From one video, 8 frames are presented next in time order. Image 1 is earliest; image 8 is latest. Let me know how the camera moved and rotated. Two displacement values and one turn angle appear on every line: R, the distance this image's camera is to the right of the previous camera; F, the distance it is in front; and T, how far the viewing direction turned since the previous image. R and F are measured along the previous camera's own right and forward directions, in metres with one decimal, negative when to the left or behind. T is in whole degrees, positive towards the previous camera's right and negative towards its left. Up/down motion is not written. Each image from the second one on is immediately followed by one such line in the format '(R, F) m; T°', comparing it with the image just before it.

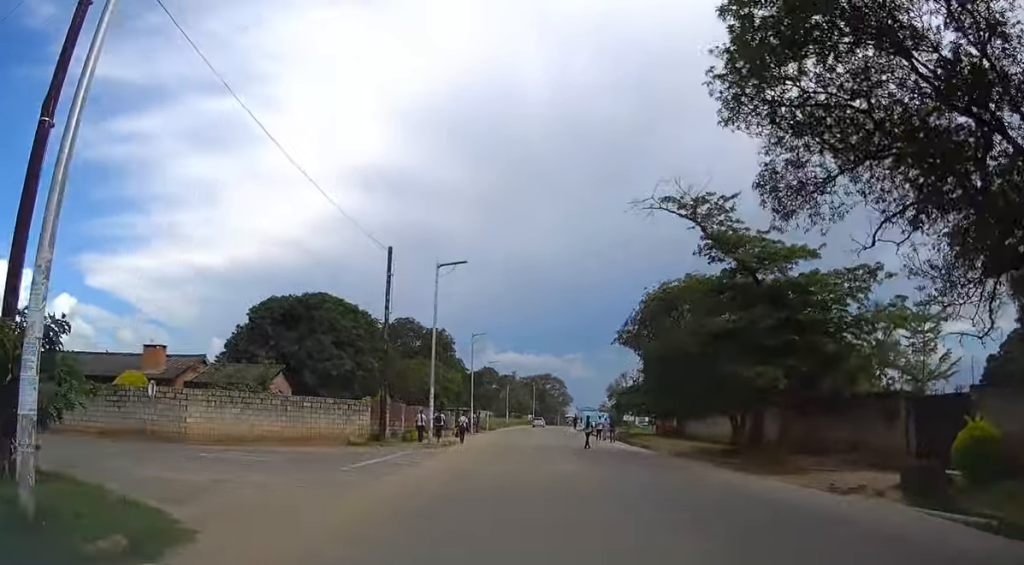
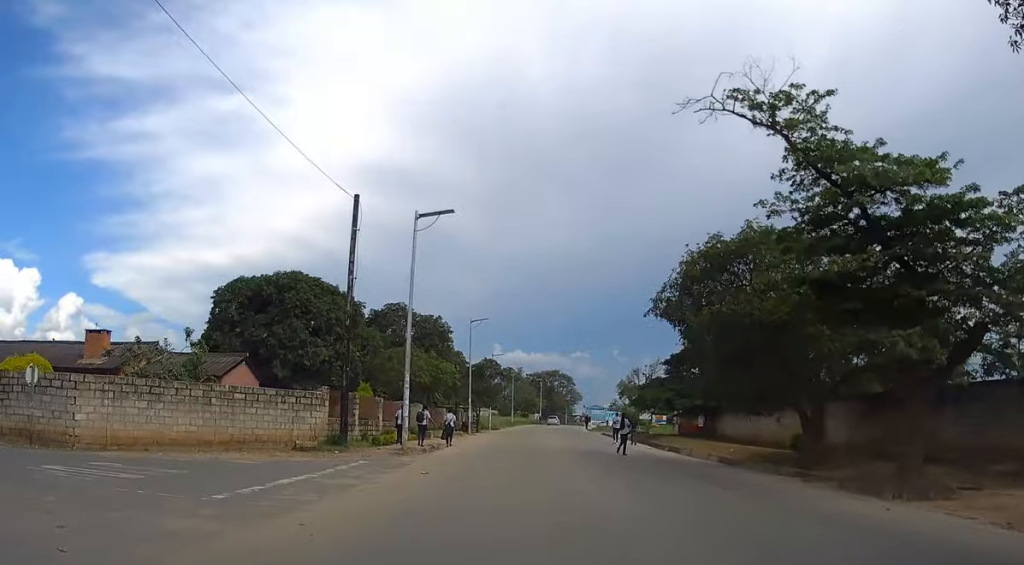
(0.0, +7.2) m; 0°
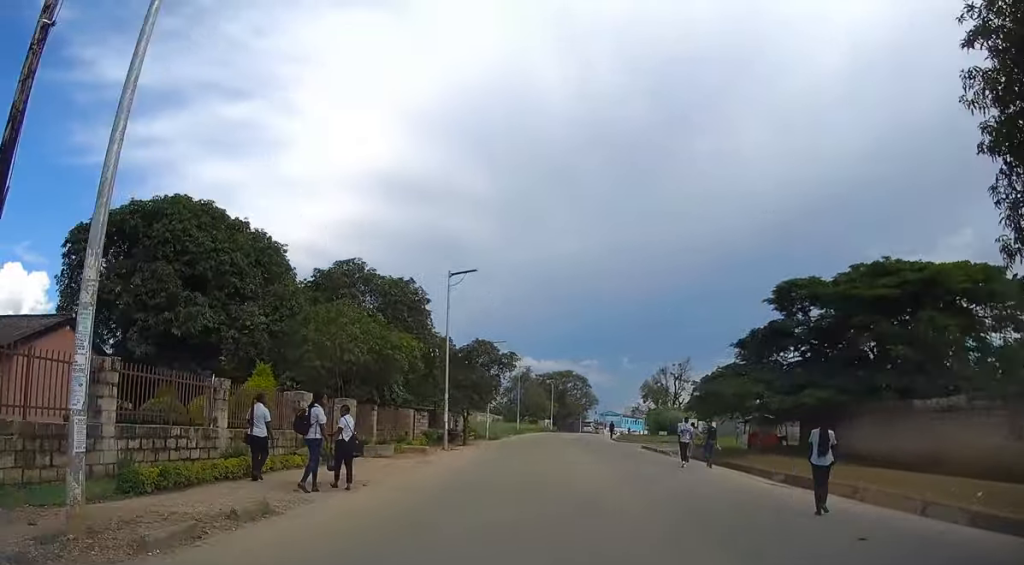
(+0.1, +17.6) m; +1°
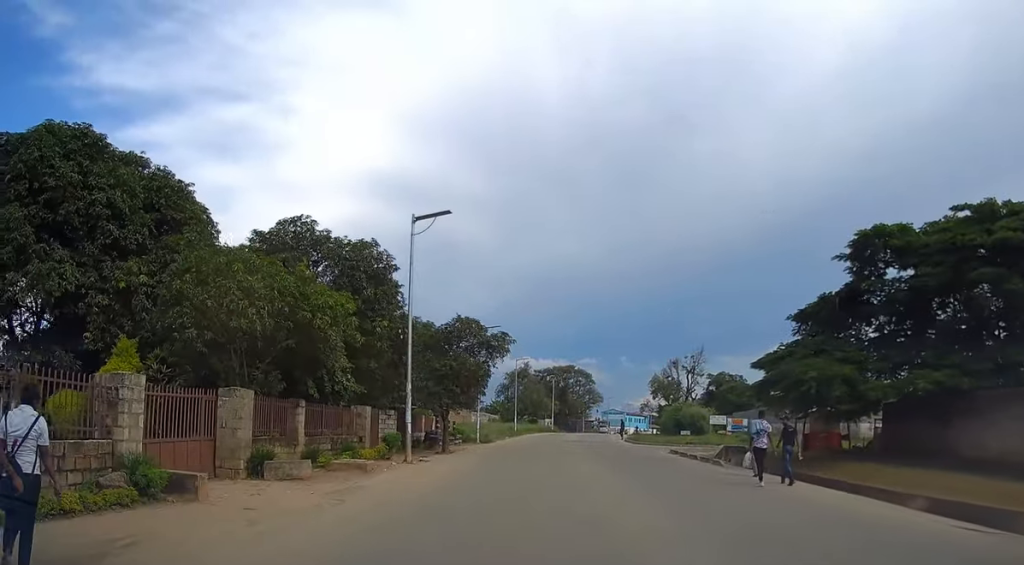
(-0.1, +9.2) m; -1°
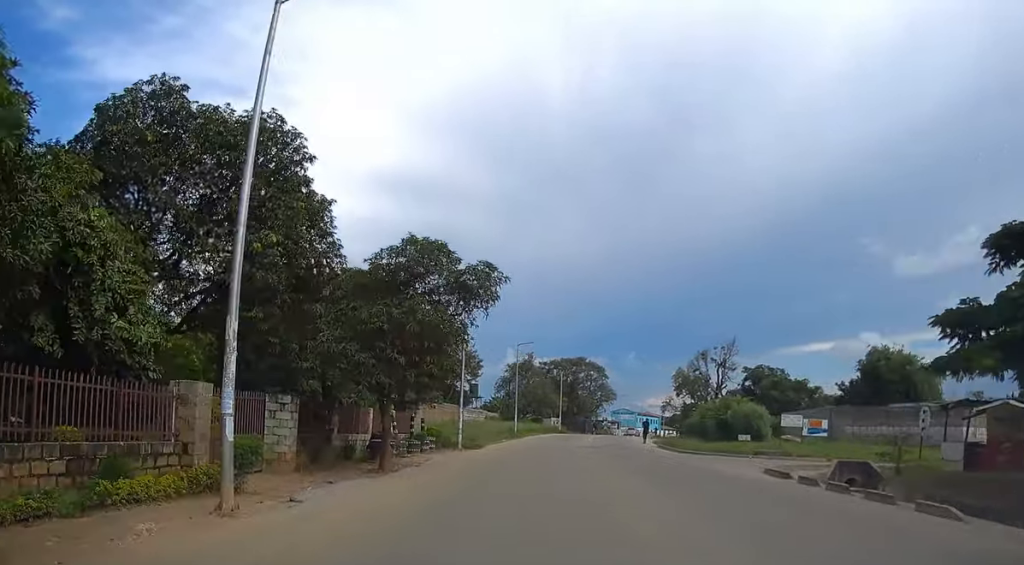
(-0.2, +13.9) m; -1°
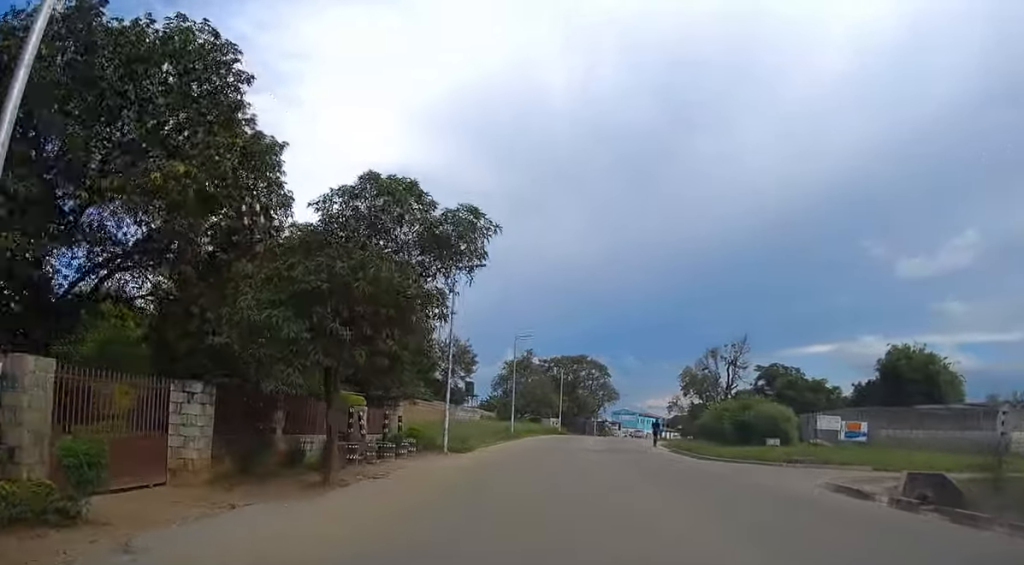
(0.0, +4.9) m; 0°
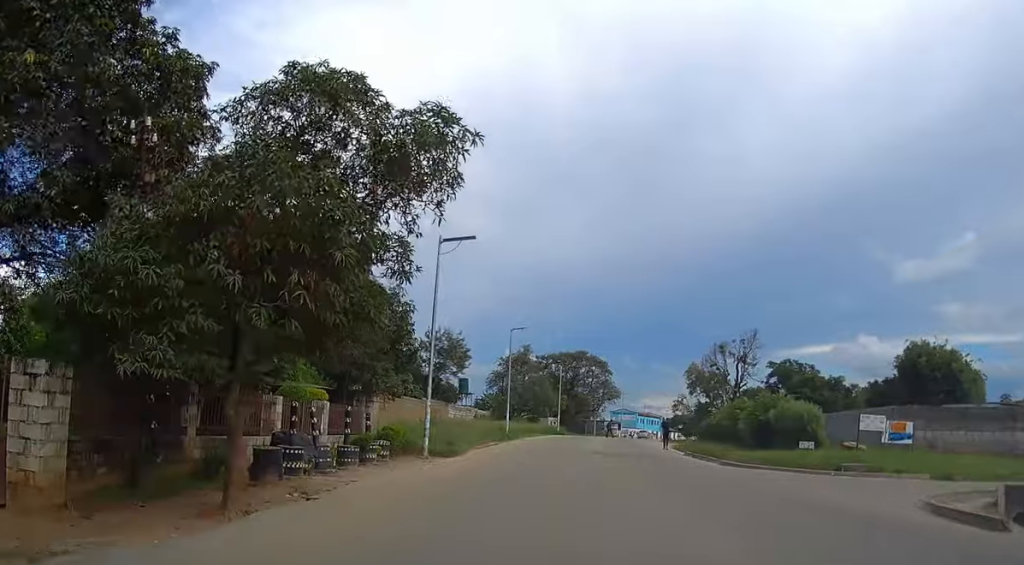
(0.0, +4.5) m; 0°
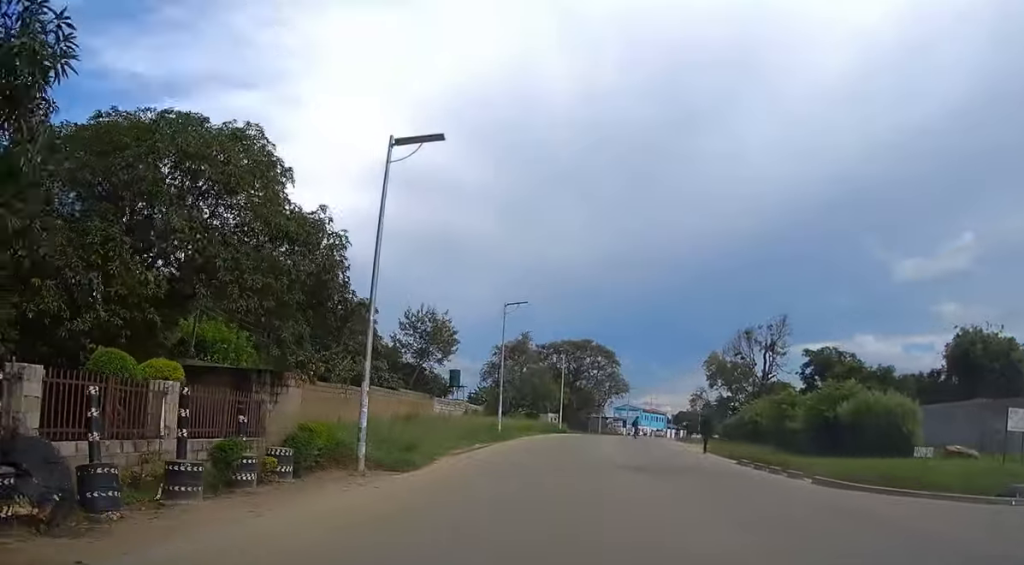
(0.0, +9.4) m; +1°
